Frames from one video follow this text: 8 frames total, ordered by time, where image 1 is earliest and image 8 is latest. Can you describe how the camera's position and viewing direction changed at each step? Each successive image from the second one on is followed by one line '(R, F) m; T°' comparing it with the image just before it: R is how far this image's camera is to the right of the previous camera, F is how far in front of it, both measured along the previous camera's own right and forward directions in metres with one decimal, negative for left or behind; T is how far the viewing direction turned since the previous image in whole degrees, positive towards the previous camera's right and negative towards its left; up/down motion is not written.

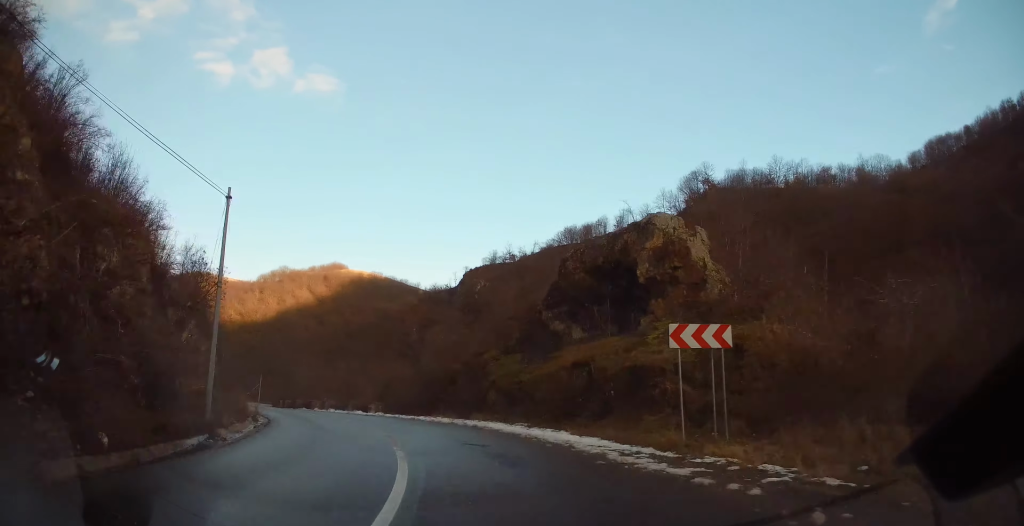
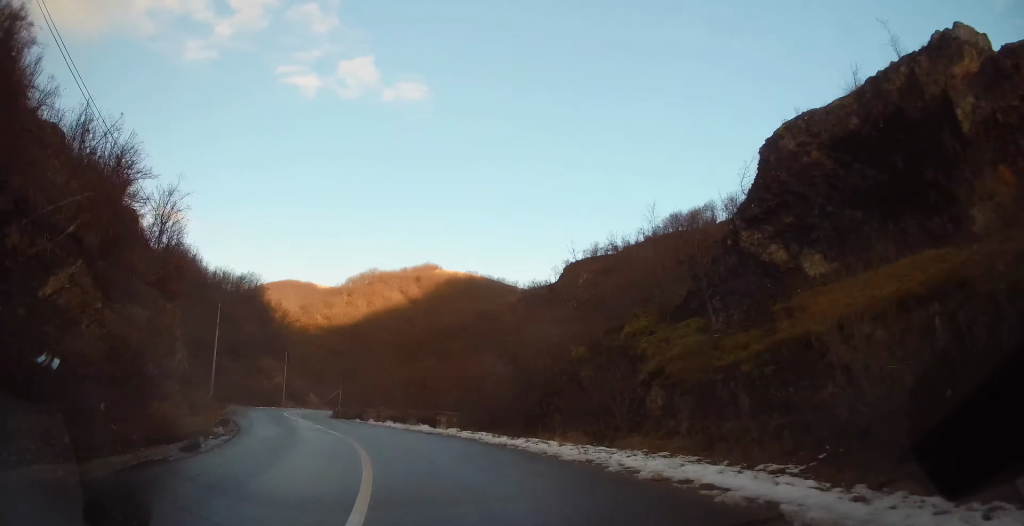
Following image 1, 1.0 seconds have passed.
(-1.5, +12.5) m; -15°
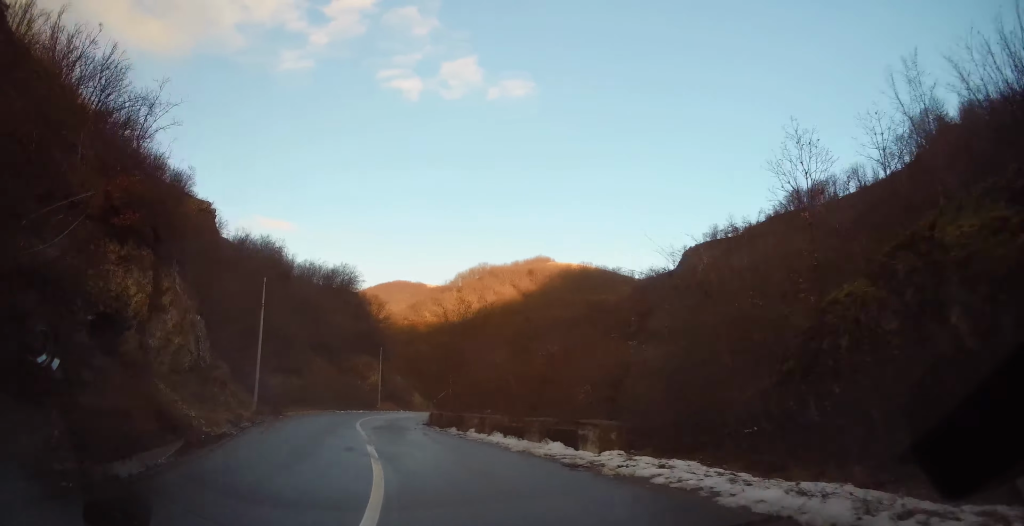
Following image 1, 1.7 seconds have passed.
(-1.2, +9.8) m; -8°
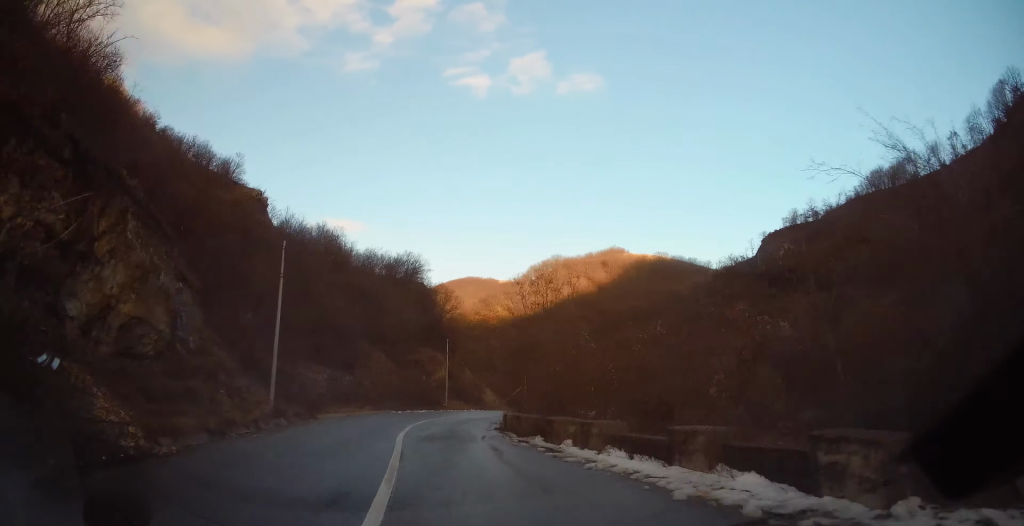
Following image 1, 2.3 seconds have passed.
(-0.5, +6.9) m; -4°
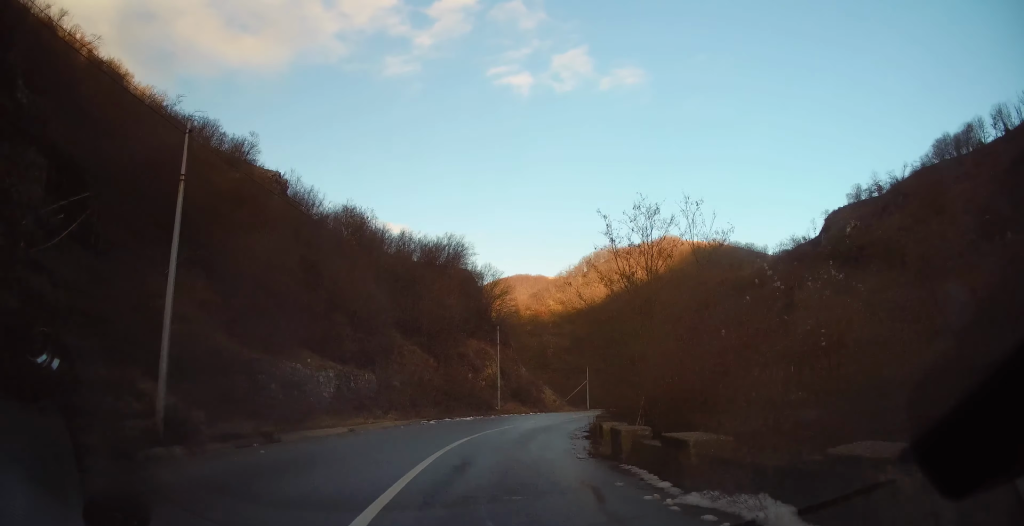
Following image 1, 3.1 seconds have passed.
(+0.1, +11.1) m; +1°
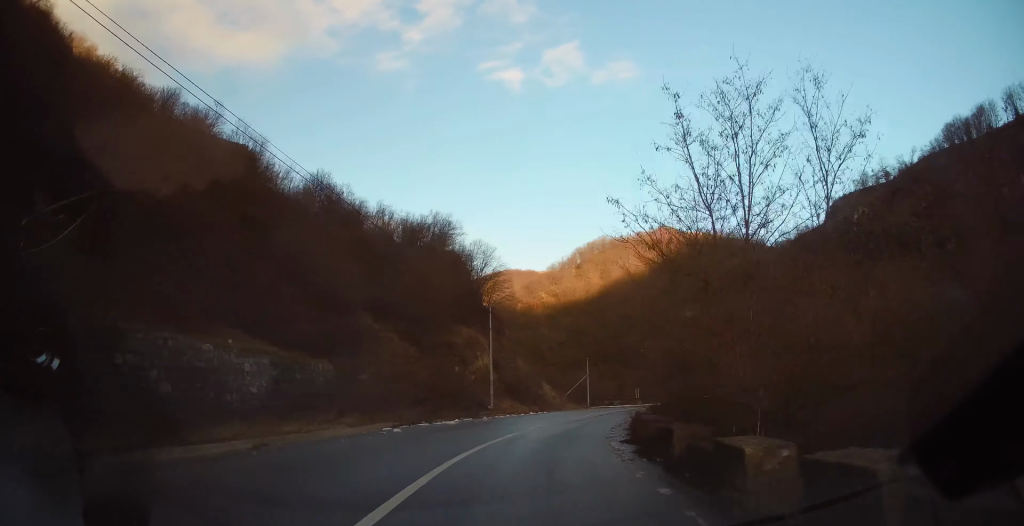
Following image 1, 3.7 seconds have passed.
(0.0, +8.1) m; +4°
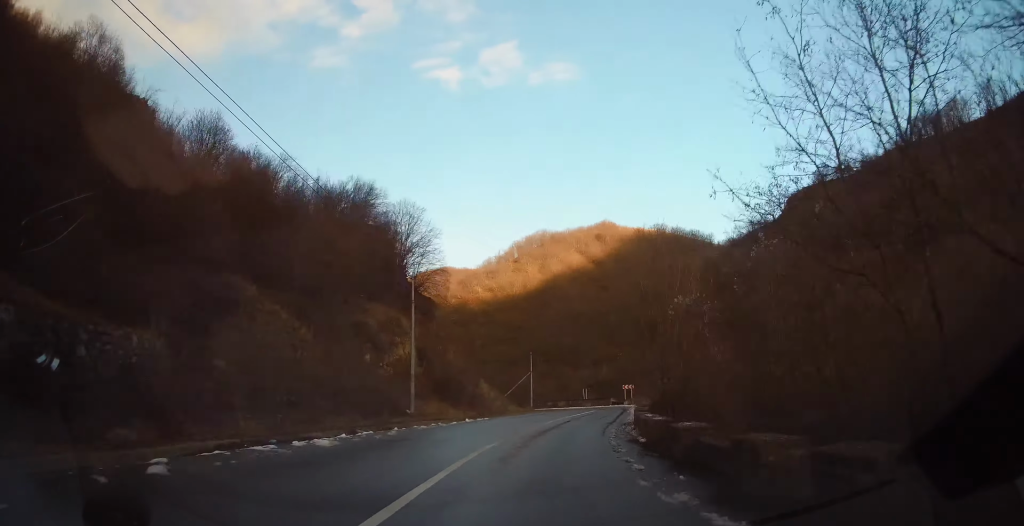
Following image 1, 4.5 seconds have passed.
(+0.2, +10.4) m; +6°
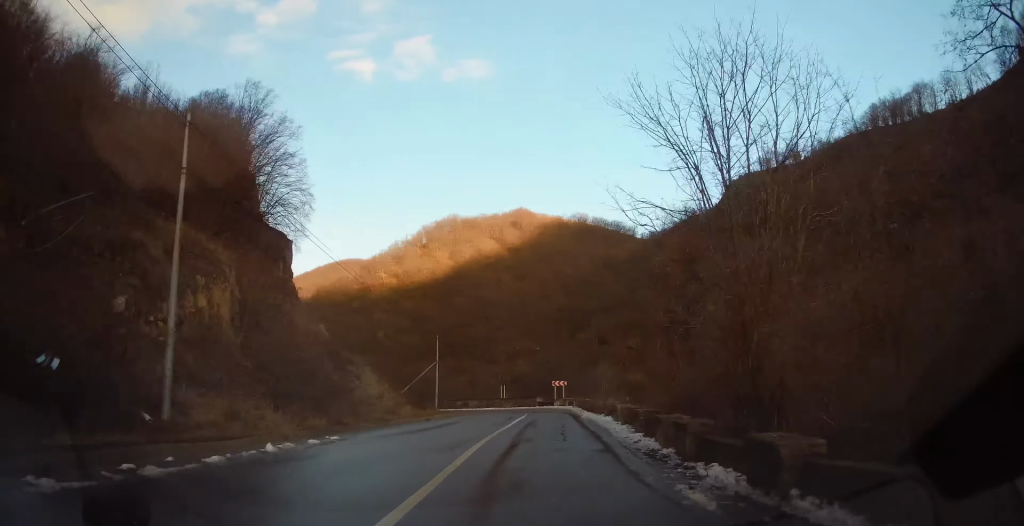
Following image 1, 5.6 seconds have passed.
(+1.6, +15.0) m; +8°
